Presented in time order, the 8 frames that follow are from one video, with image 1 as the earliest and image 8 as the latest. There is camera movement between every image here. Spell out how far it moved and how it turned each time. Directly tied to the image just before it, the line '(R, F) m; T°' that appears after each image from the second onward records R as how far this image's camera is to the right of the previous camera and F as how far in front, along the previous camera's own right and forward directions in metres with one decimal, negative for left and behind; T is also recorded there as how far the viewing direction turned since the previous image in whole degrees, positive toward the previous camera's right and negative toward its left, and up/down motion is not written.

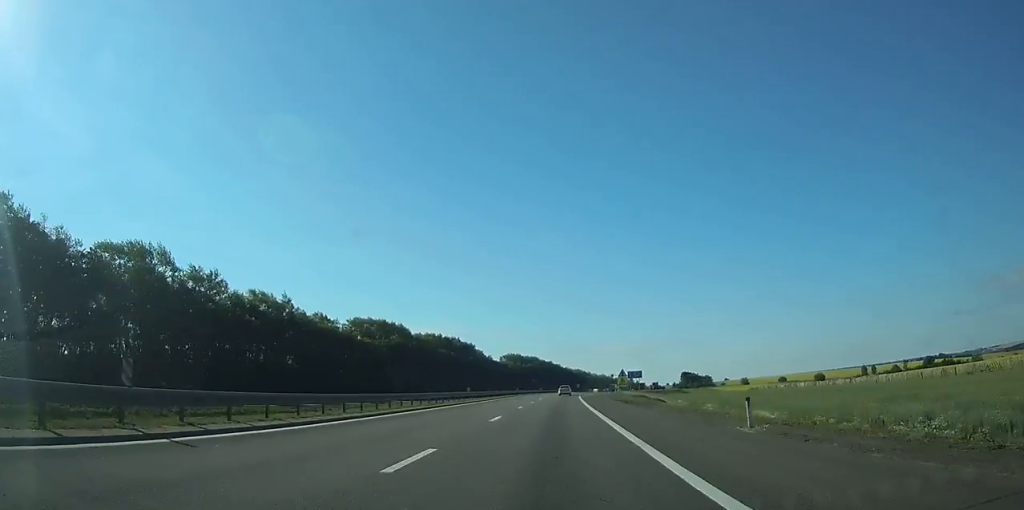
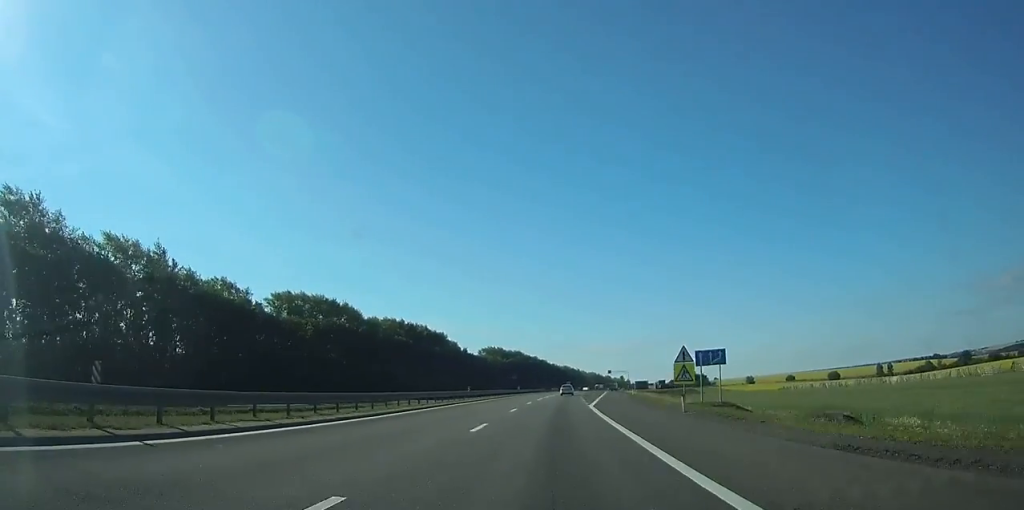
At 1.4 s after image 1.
(+0.6, +42.1) m; +1°
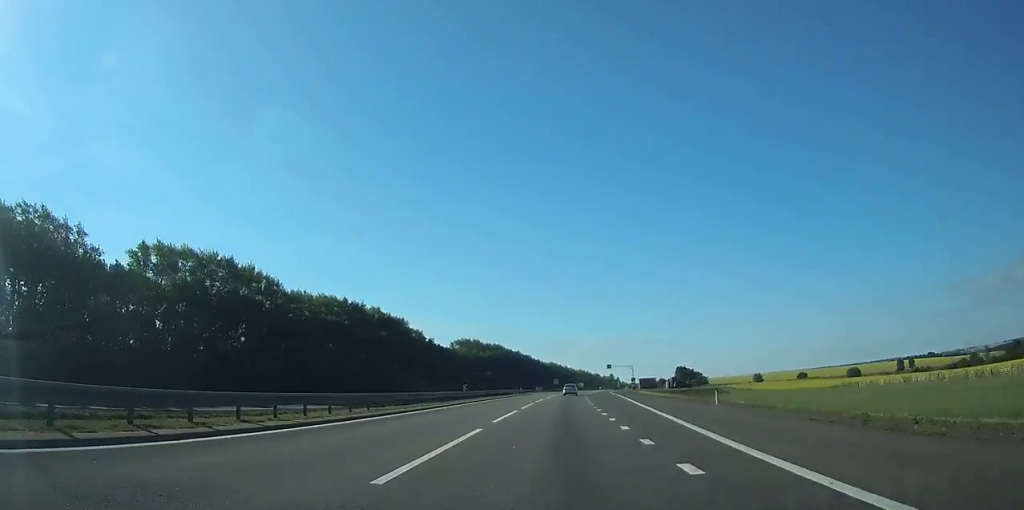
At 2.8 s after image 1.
(+0.6, +44.7) m; +2°
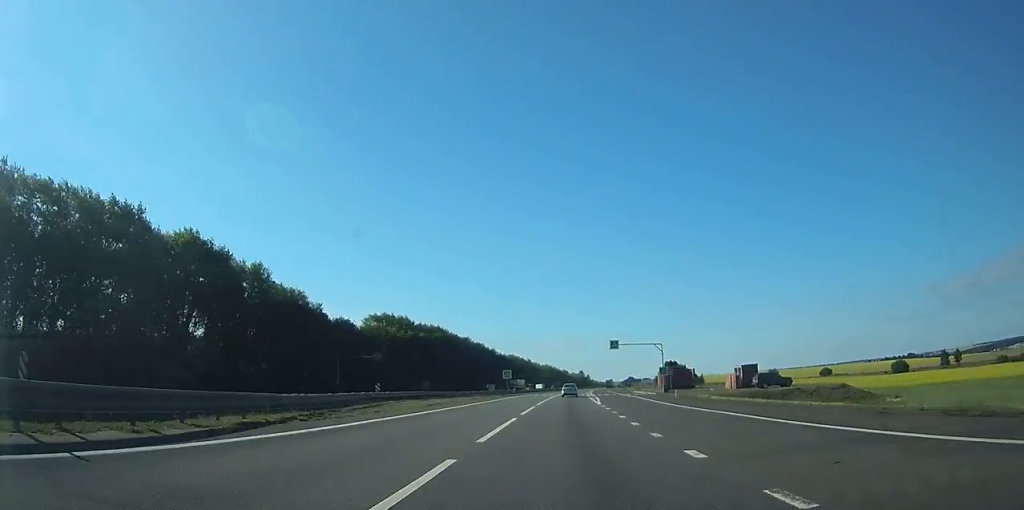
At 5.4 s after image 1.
(+2.0, +81.0) m; +3°
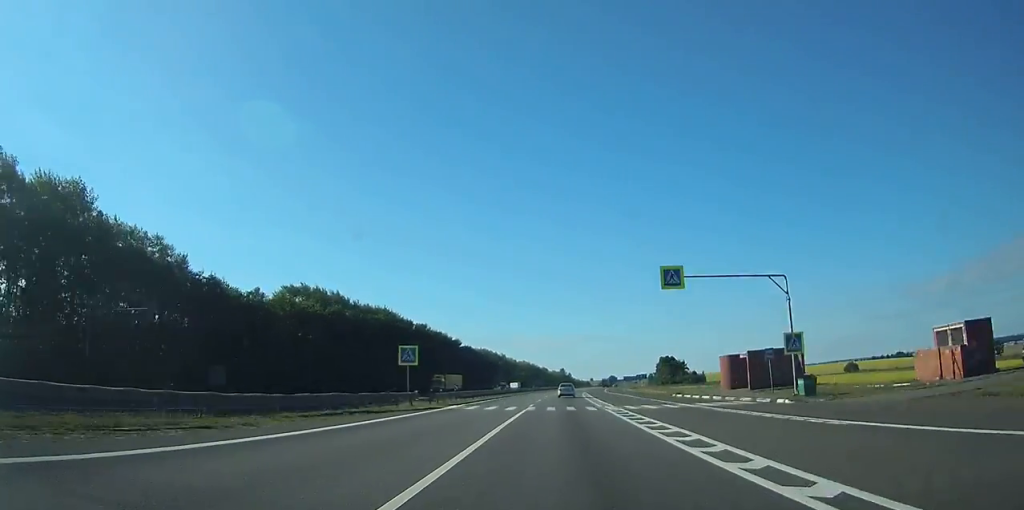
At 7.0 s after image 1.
(-0.1, +49.2) m; +2°
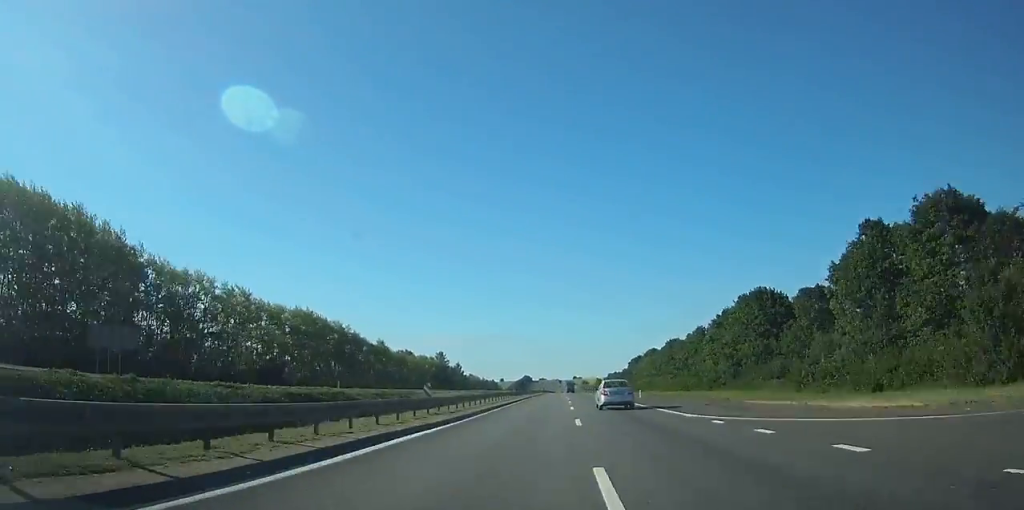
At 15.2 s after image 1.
(+19.6, +249.7) m; +7°
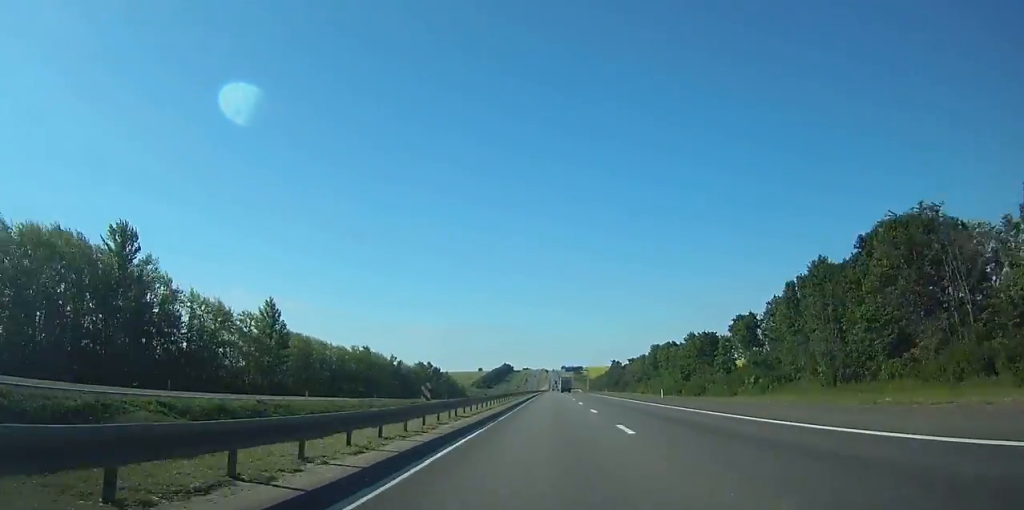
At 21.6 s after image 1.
(+3.1, +201.3) m; +1°
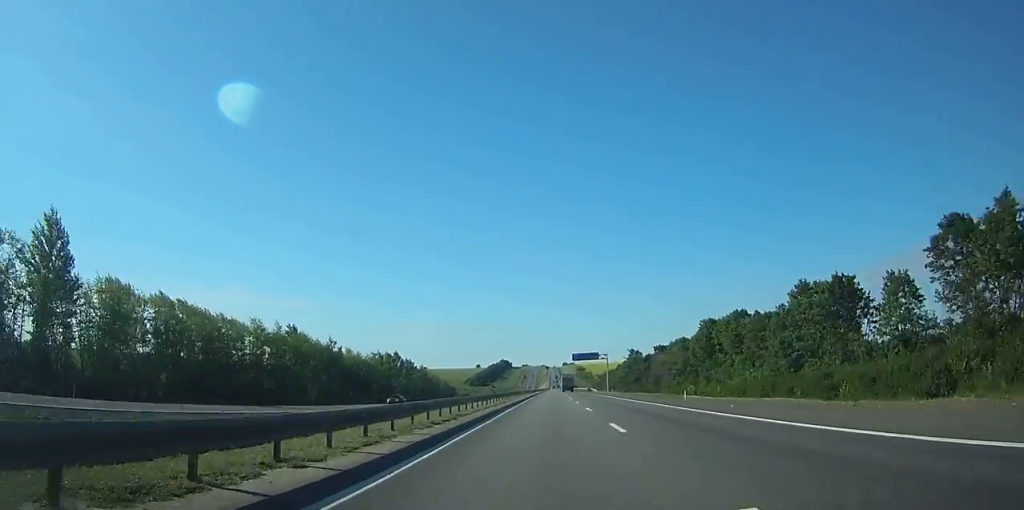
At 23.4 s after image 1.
(0.0, +61.3) m; 0°
